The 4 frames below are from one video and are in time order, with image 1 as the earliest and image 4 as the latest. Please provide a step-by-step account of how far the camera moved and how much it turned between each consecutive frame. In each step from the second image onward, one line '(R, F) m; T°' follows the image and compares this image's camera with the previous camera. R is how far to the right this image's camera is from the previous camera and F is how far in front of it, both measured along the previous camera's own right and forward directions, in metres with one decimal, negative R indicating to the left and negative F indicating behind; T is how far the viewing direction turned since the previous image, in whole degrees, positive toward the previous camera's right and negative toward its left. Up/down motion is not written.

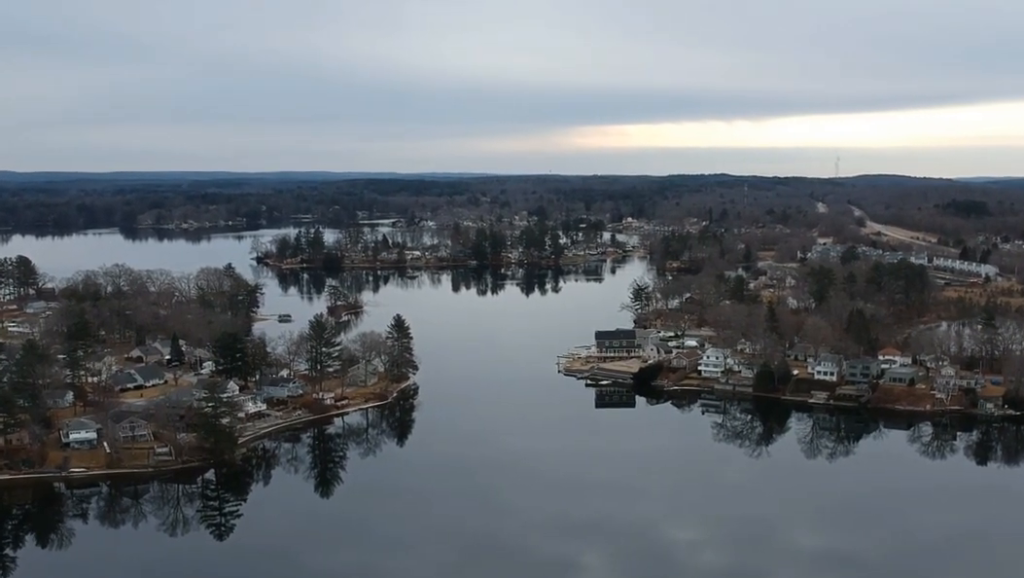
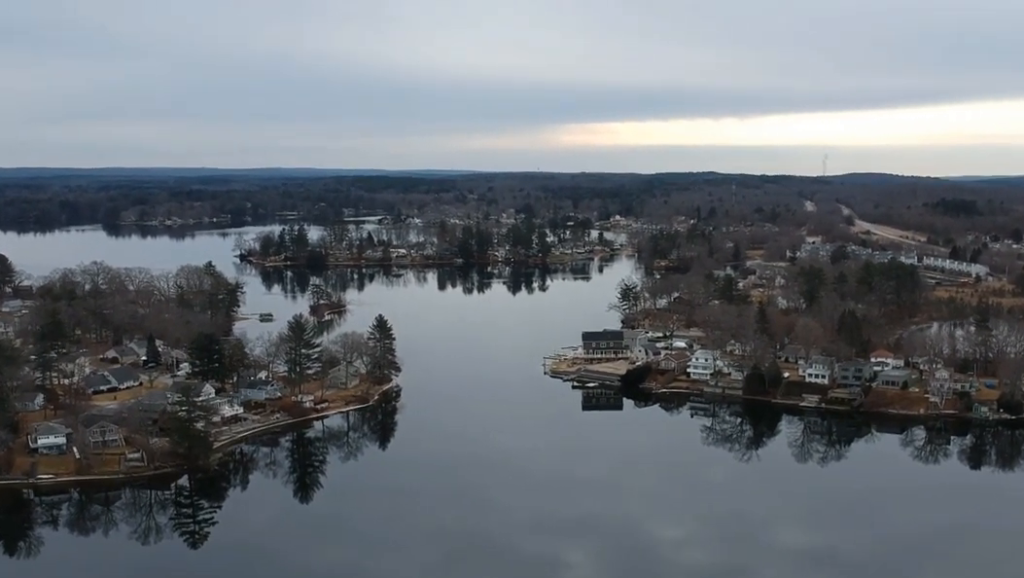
(0.0, +10.0) m; -1°
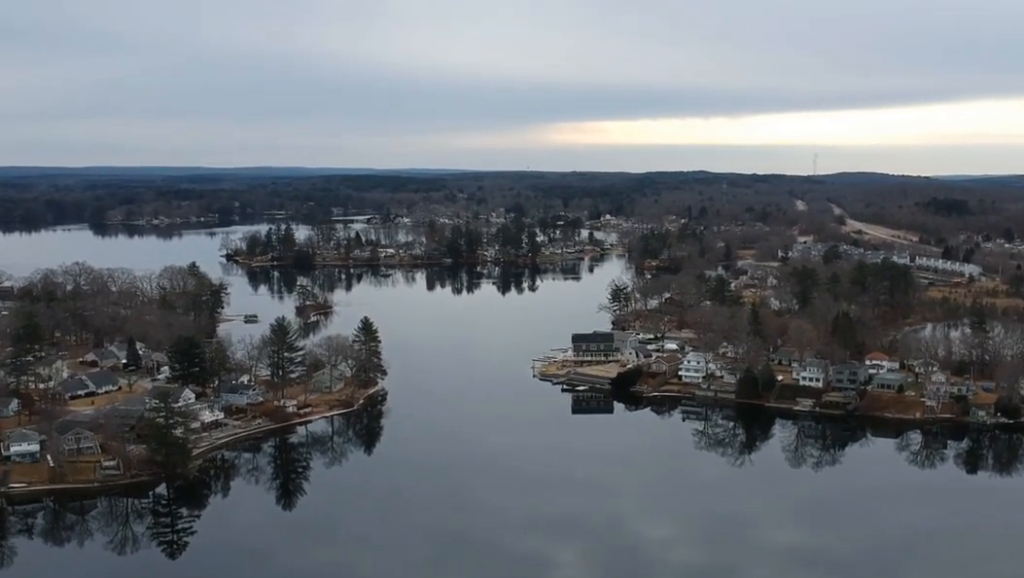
(-0.1, +8.5) m; -1°
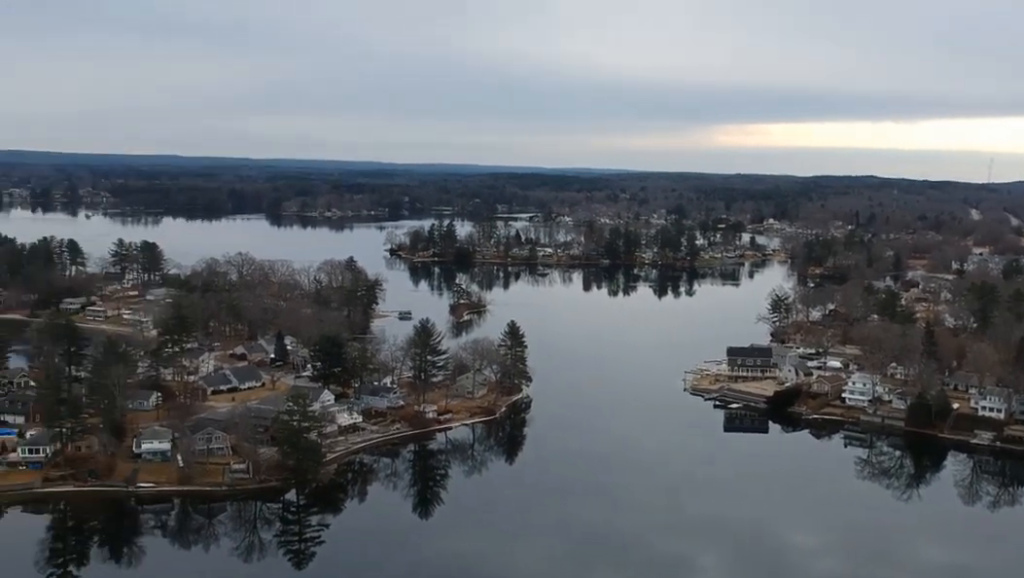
(-0.9, +26.4) m; -7°
